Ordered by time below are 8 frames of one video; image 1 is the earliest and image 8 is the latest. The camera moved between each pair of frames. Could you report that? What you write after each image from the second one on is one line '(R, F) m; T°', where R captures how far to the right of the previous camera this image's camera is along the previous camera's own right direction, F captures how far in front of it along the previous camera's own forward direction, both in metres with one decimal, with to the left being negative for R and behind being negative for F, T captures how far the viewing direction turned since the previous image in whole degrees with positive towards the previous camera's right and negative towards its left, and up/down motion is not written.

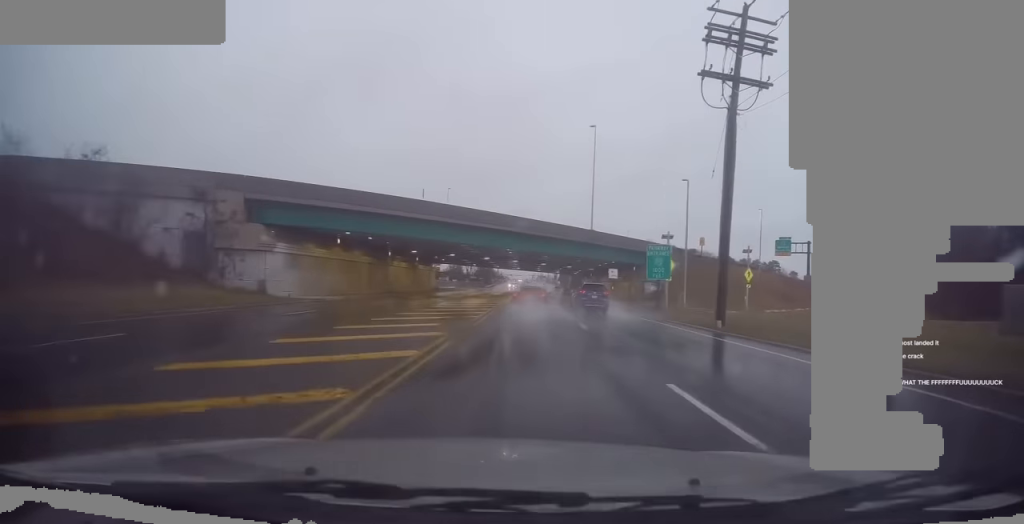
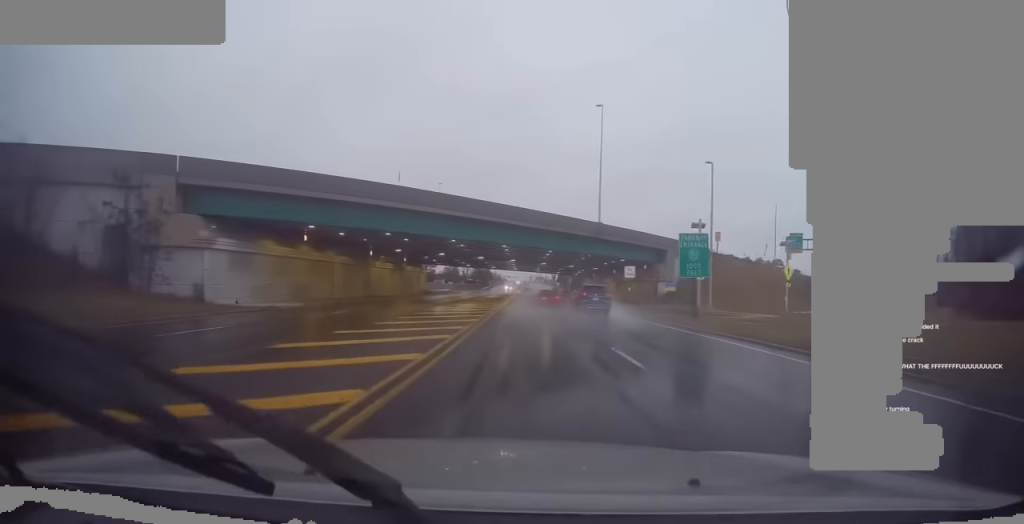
(+0.1, +7.1) m; 0°
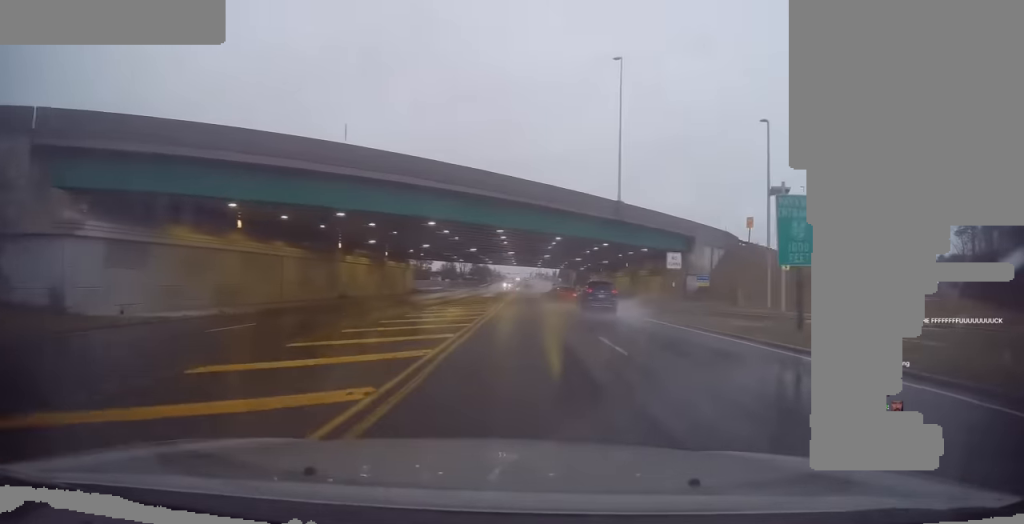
(+0.1, +10.6) m; 0°
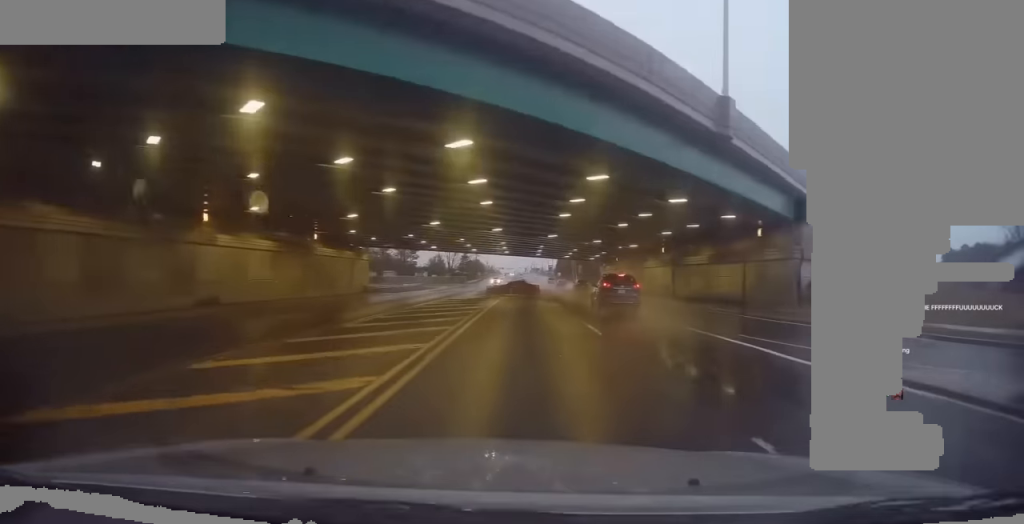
(-0.2, +21.2) m; -1°
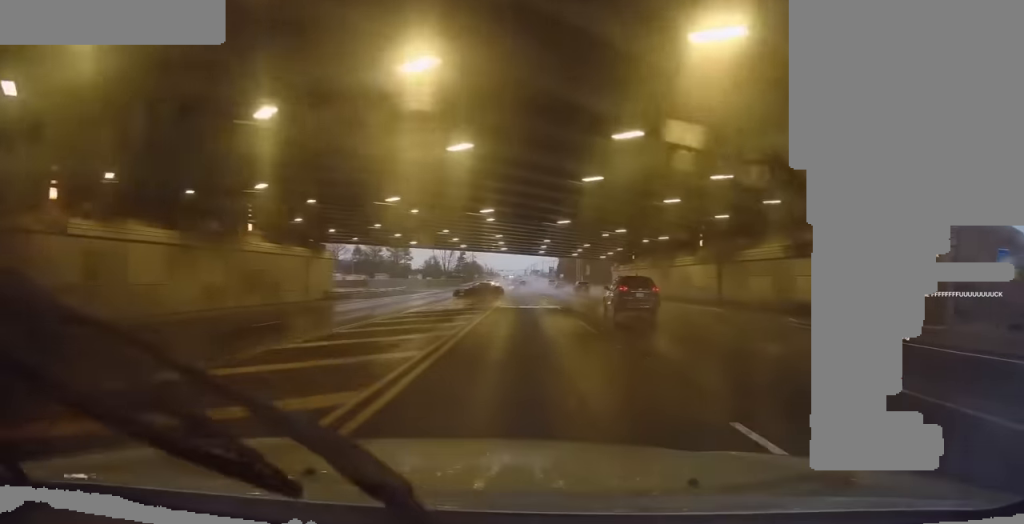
(-0.4, +11.8) m; +2°
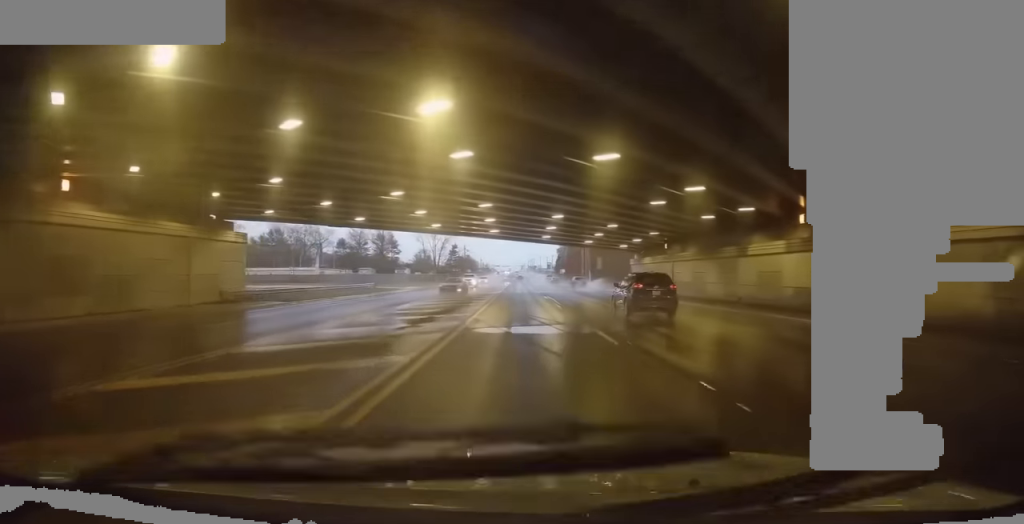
(+1.0, +15.7) m; +3°
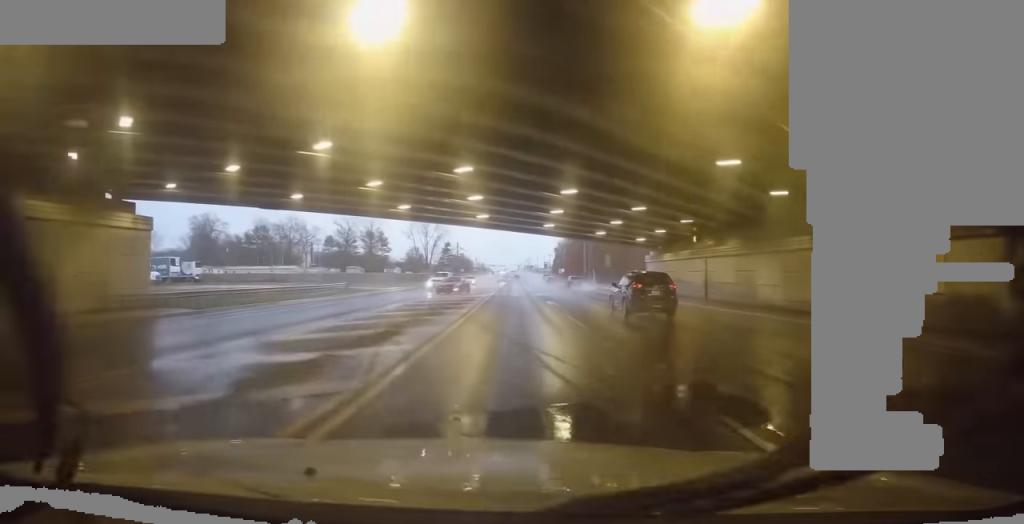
(-0.1, +9.5) m; 0°
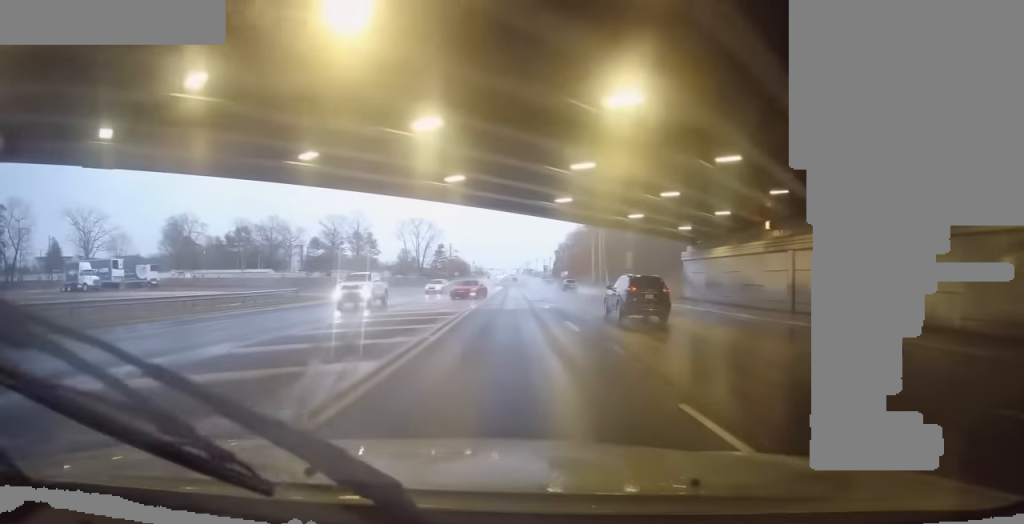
(-0.1, +13.8) m; 0°
